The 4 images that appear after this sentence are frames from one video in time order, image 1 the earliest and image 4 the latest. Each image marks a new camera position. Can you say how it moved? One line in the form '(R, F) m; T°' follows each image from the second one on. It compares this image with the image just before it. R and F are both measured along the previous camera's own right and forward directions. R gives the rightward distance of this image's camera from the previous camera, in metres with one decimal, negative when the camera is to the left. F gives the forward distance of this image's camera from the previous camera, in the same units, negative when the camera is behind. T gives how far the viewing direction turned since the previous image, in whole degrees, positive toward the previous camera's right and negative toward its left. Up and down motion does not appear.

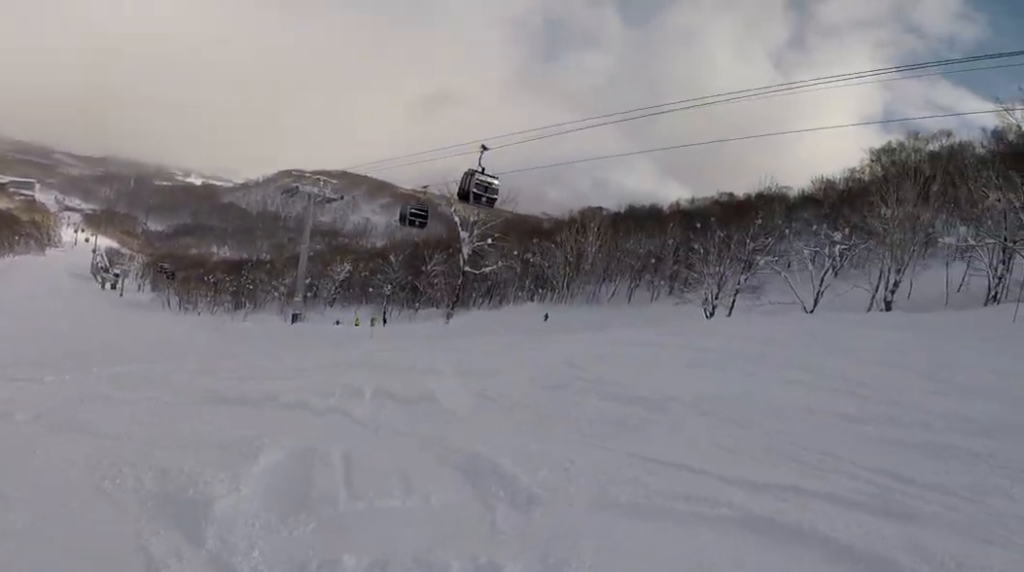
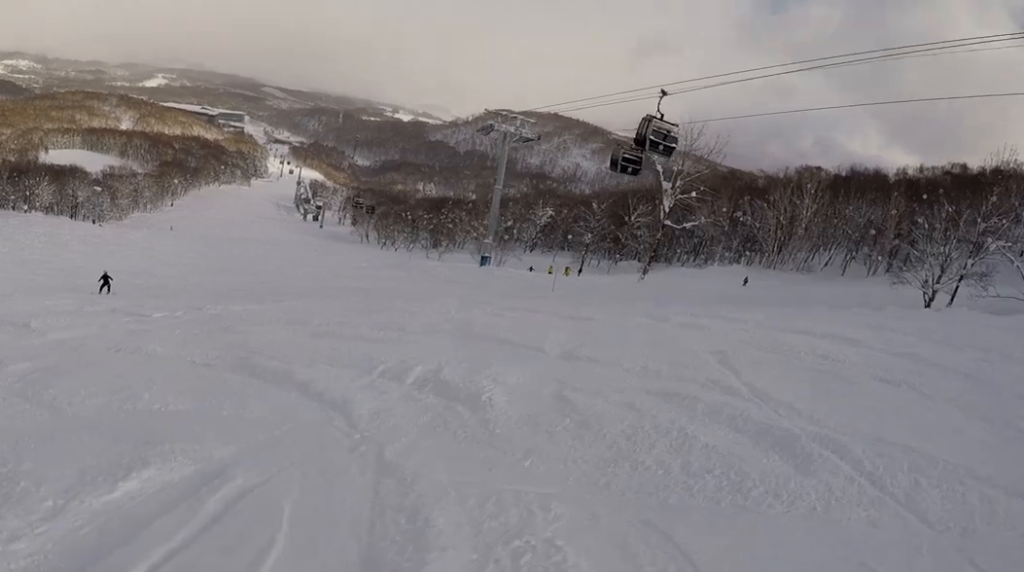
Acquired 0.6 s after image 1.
(-0.5, +3.3) m; -14°
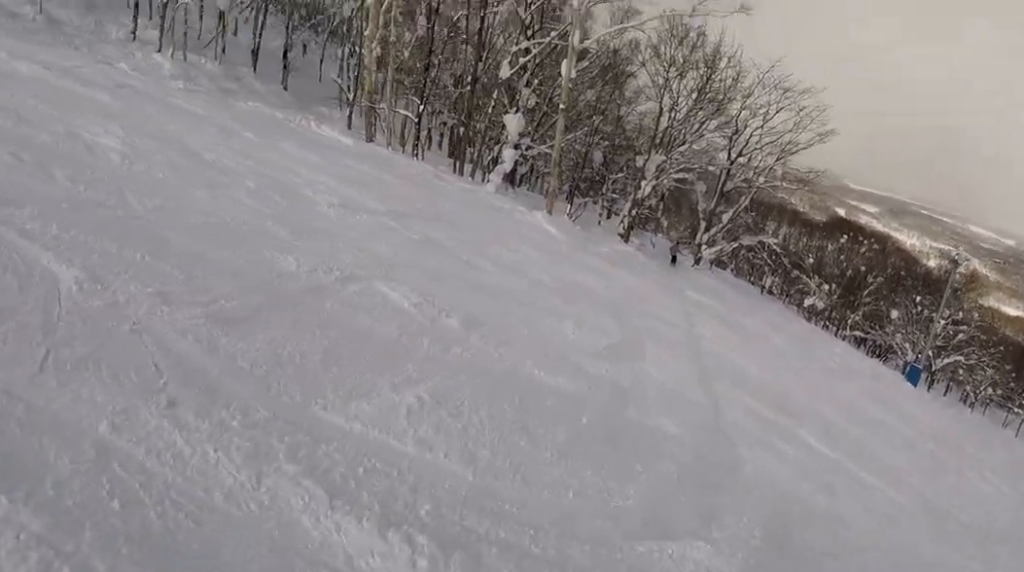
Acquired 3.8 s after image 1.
(-10.7, +7.0) m; -116°
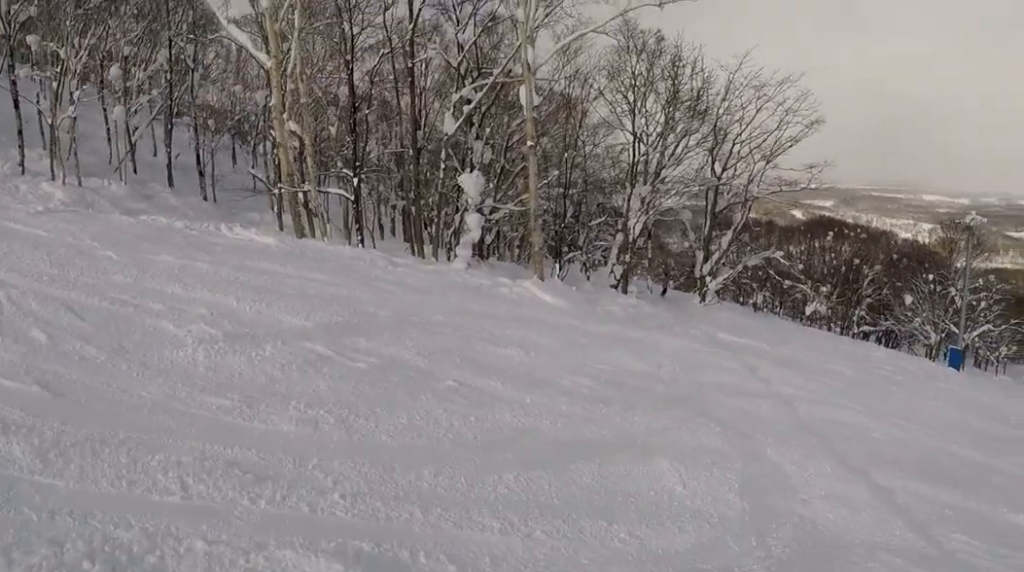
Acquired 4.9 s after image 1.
(-0.7, +6.3) m; +7°
